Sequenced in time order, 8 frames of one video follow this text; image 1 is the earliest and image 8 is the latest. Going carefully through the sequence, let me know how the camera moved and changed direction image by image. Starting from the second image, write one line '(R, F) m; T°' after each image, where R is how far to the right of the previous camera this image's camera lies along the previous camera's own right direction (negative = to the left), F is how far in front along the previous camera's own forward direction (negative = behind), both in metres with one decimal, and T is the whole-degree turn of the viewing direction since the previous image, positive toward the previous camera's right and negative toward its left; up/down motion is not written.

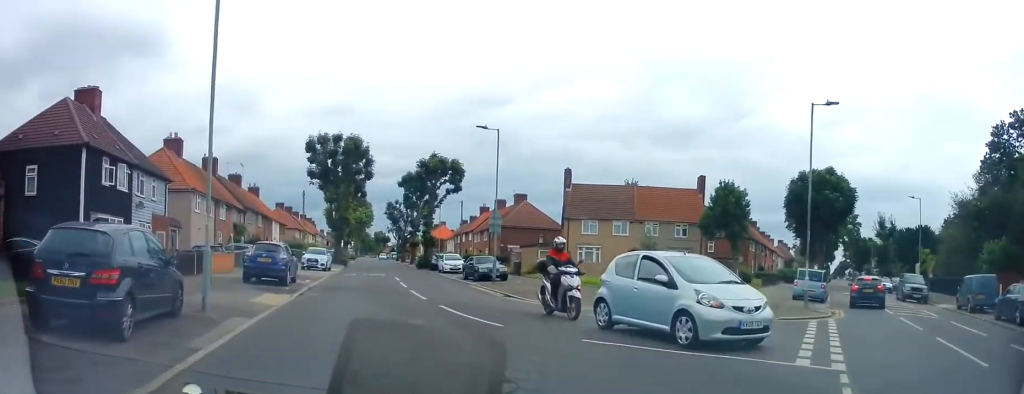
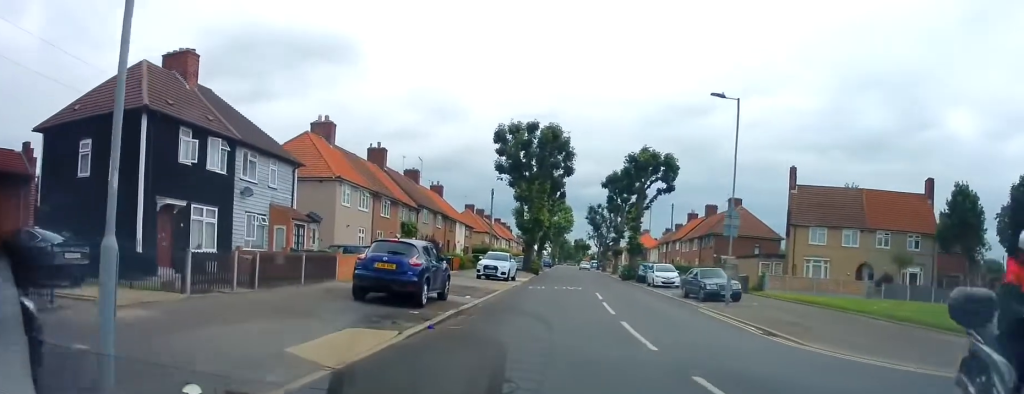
(-0.9, +8.0) m; -7°
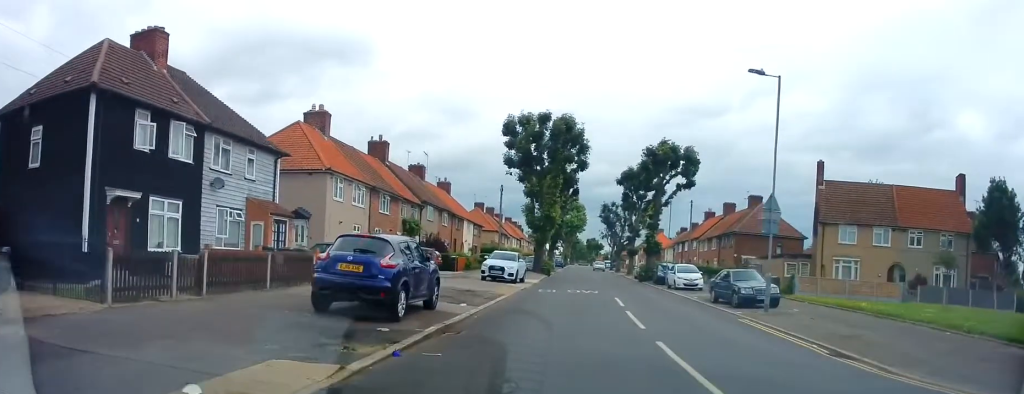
(+0.1, +3.1) m; -1°
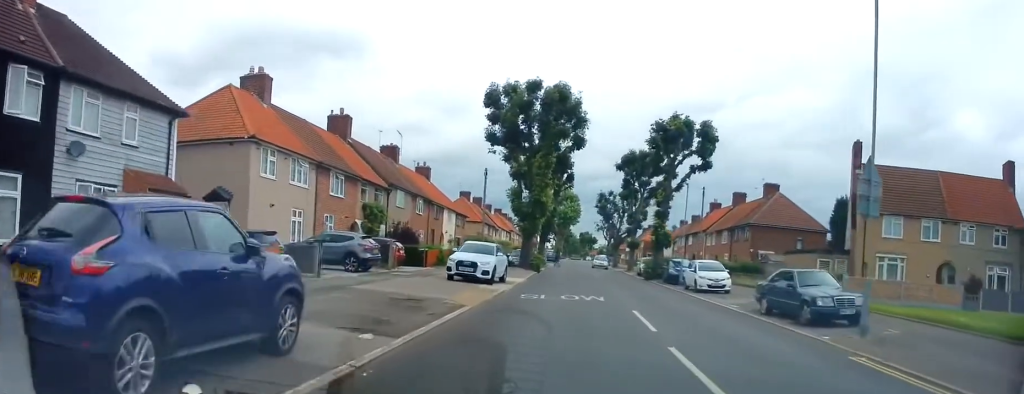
(-0.3, +6.9) m; 0°
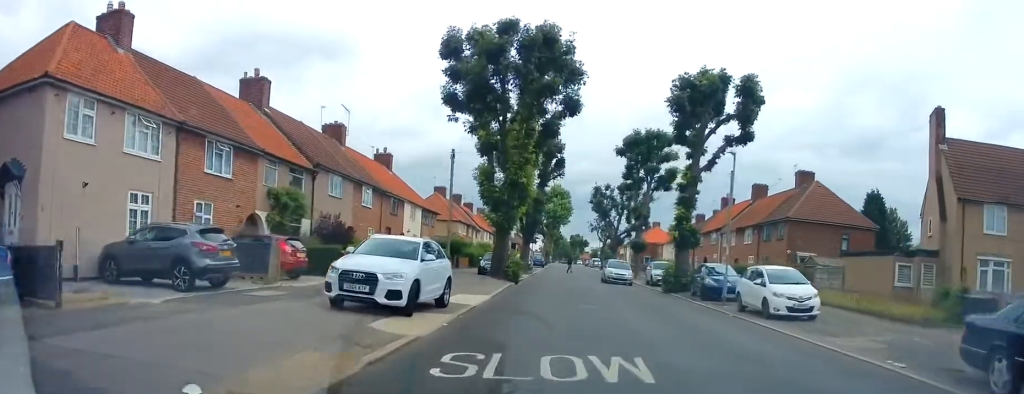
(+0.2, +10.6) m; -1°
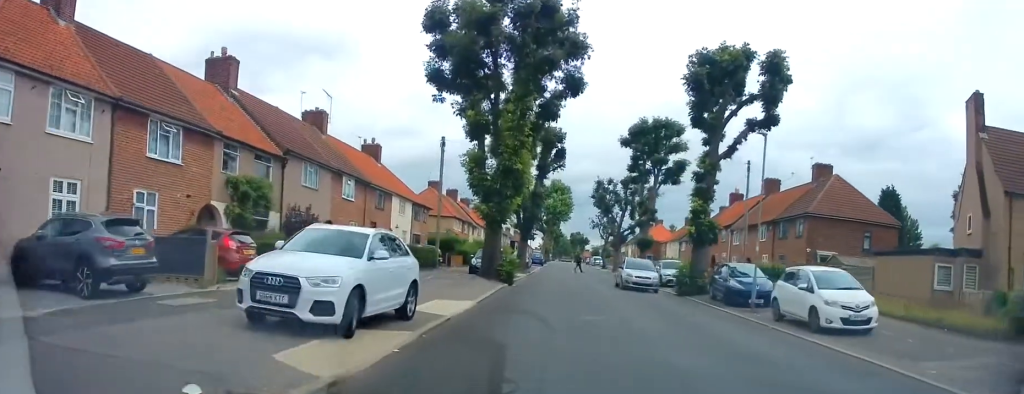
(0.0, +3.5) m; -1°
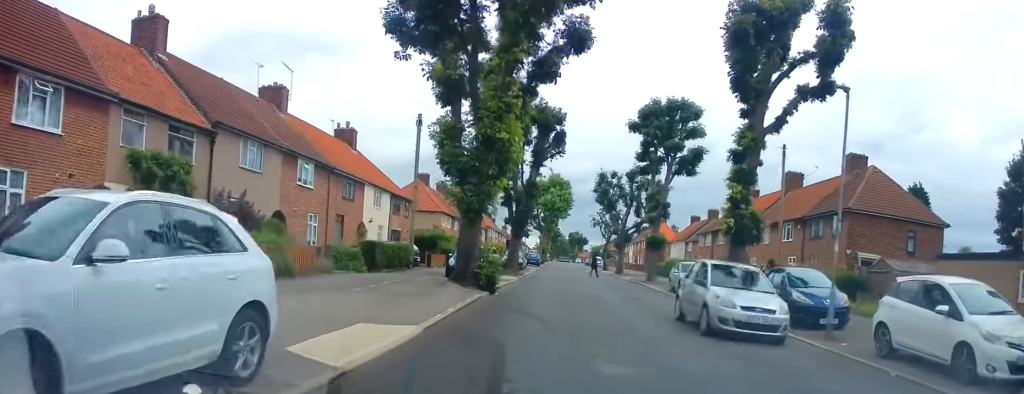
(-0.1, +6.0) m; +1°
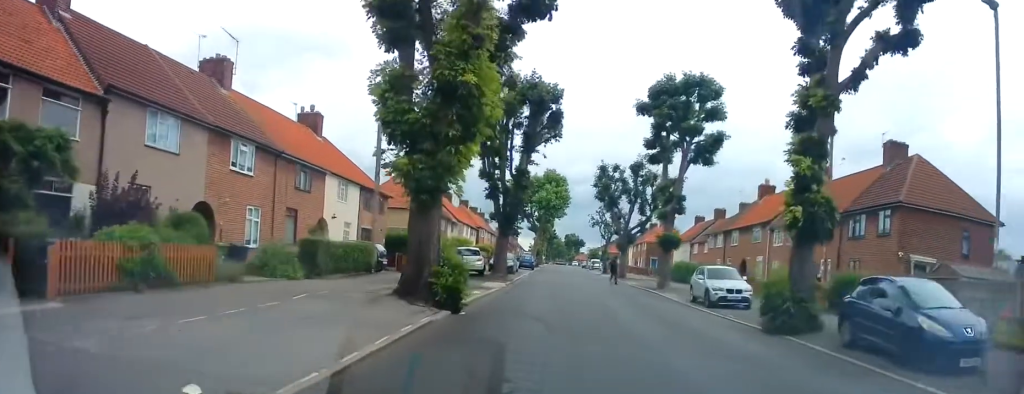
(+0.1, +5.9) m; +2°
